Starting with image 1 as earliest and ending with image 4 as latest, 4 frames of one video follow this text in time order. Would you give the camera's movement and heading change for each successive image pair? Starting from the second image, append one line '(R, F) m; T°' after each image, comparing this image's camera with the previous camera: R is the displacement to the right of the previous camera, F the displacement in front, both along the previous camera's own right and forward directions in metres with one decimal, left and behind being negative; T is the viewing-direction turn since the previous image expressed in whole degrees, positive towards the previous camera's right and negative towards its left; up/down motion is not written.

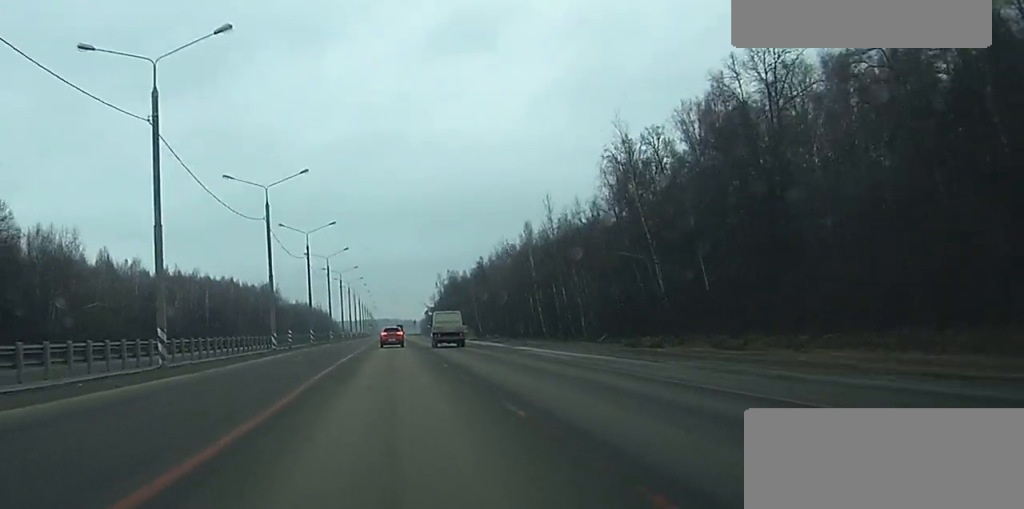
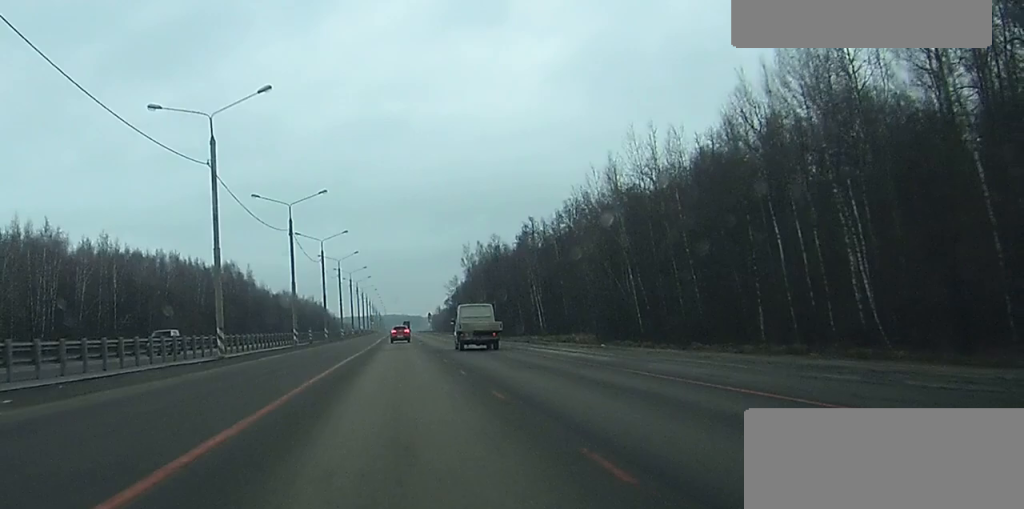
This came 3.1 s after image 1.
(-0.1, +84.9) m; 0°
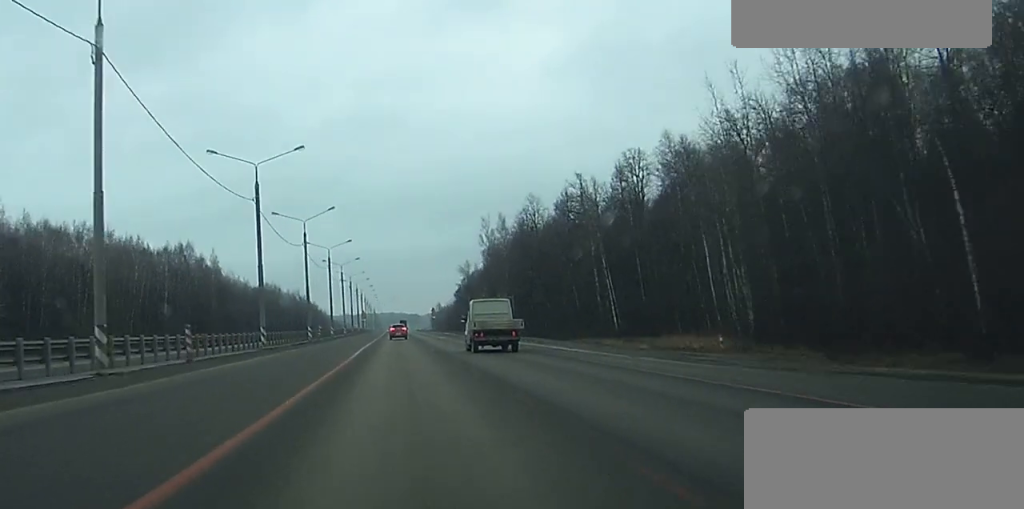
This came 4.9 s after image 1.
(-0.1, +49.7) m; 0°
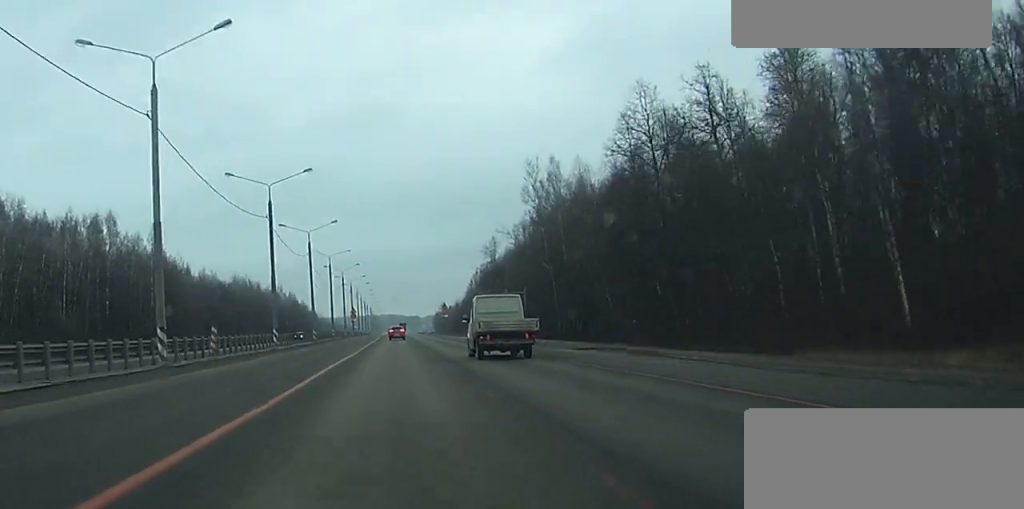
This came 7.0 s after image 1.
(-0.1, +55.8) m; 0°
